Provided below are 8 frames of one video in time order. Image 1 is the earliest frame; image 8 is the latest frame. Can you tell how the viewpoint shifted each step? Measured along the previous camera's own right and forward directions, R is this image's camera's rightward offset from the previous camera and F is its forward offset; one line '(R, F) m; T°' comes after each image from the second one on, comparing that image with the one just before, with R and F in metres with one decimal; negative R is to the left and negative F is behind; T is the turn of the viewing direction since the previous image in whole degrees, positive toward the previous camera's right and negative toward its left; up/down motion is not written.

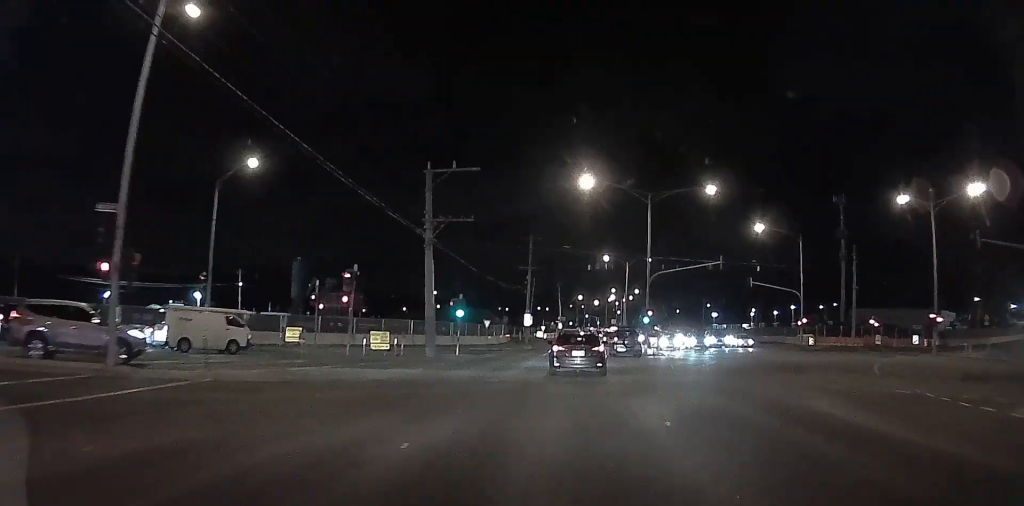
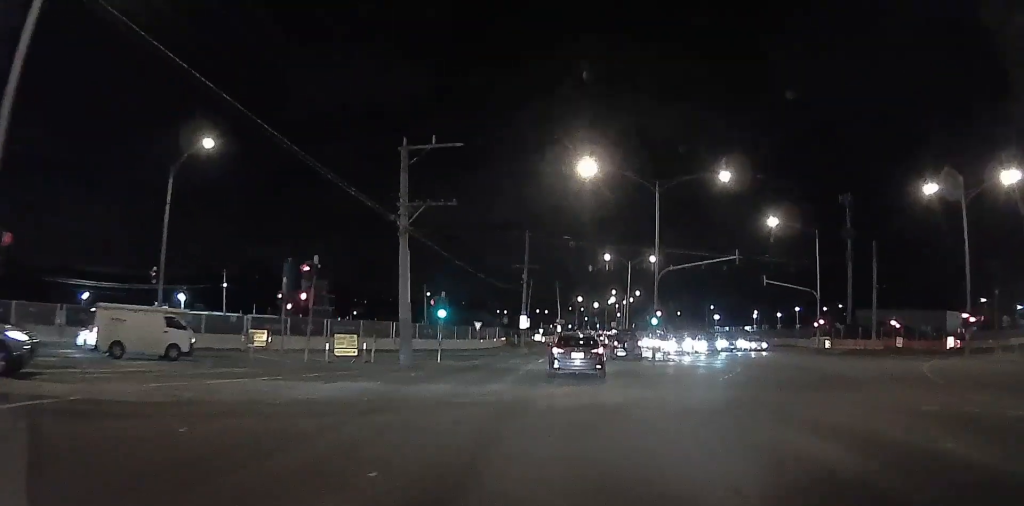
(+0.3, +5.5) m; 0°
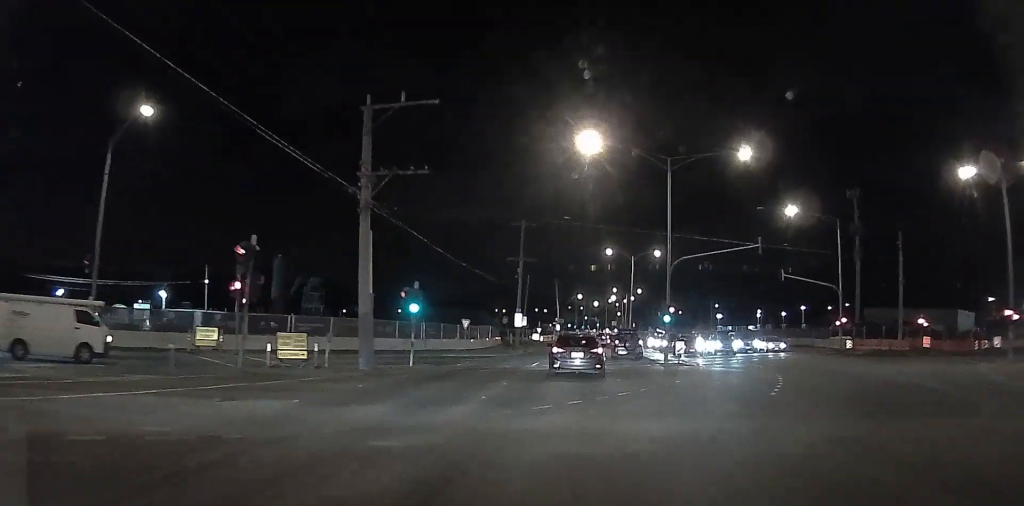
(+0.3, +5.9) m; 0°
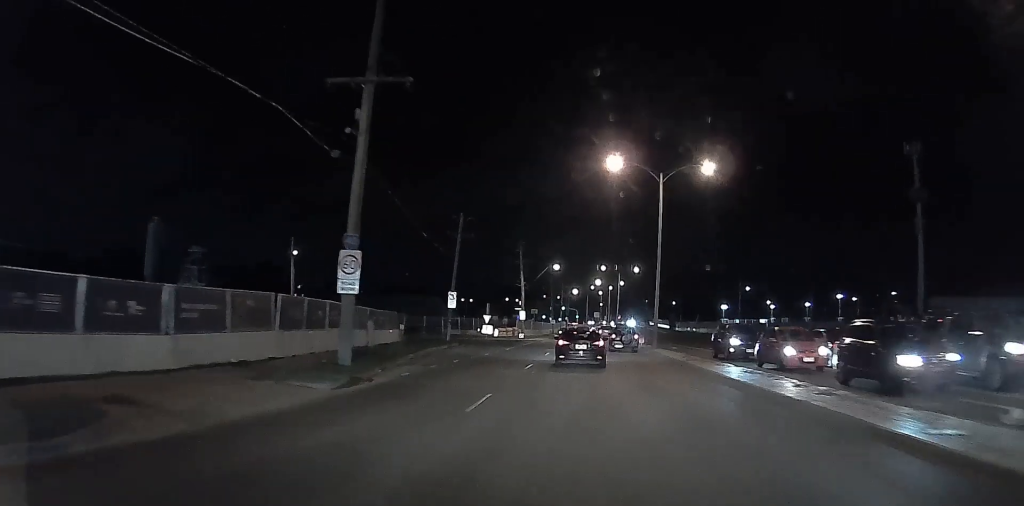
(+1.9, +52.9) m; +1°
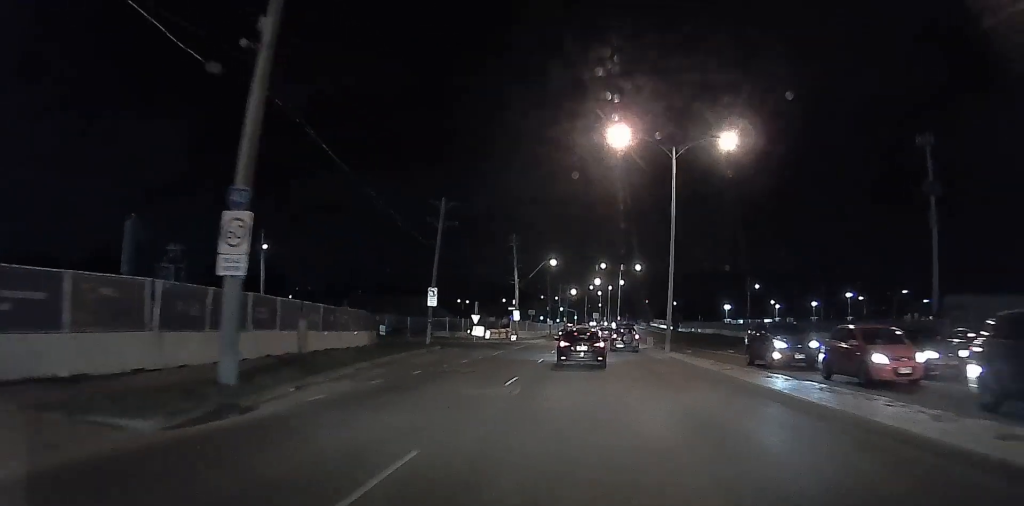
(0.0, +7.1) m; +1°
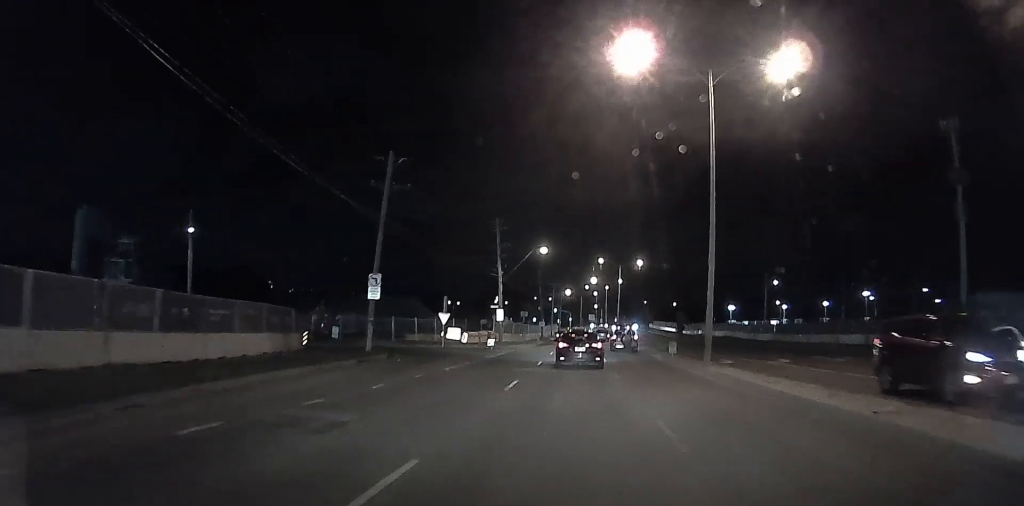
(+0.2, +12.1) m; +1°
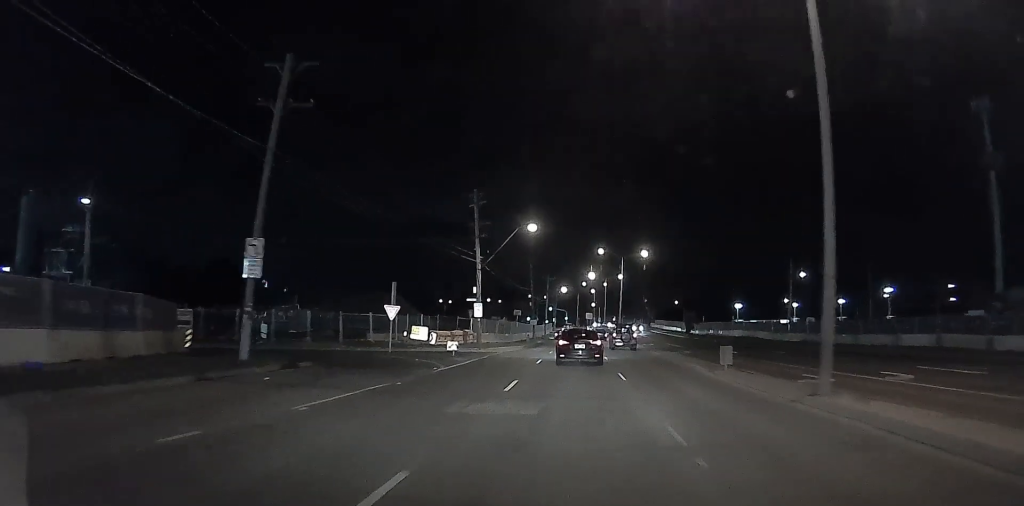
(+0.1, +12.3) m; 0°
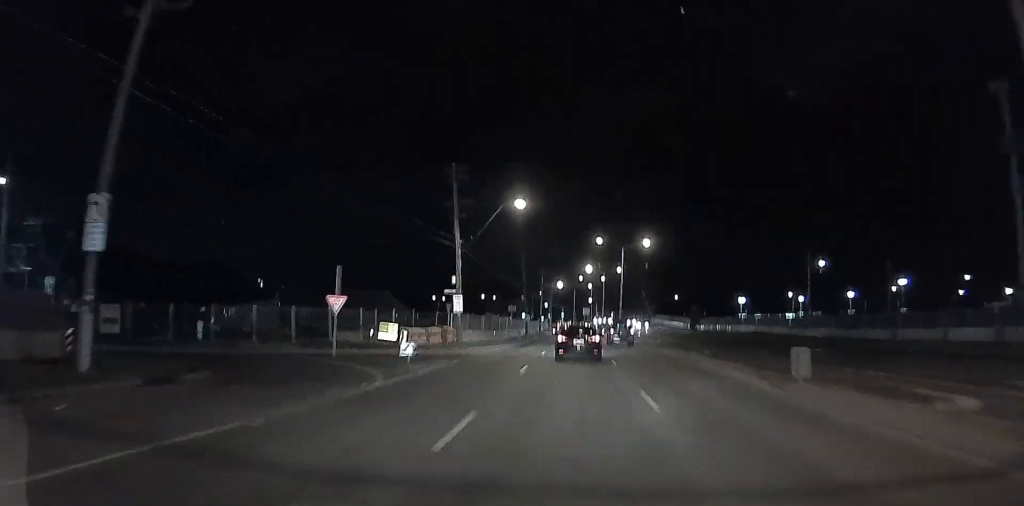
(0.0, +7.4) m; +1°
